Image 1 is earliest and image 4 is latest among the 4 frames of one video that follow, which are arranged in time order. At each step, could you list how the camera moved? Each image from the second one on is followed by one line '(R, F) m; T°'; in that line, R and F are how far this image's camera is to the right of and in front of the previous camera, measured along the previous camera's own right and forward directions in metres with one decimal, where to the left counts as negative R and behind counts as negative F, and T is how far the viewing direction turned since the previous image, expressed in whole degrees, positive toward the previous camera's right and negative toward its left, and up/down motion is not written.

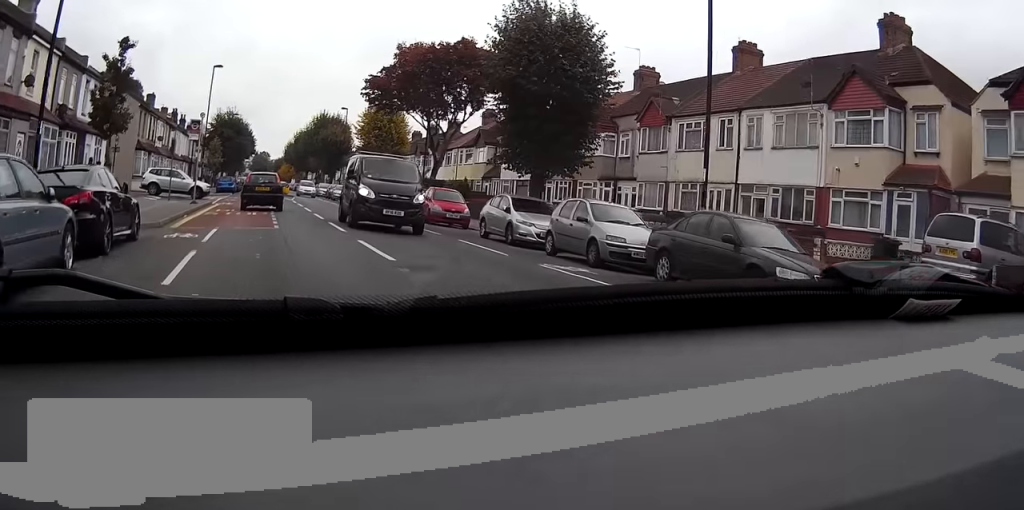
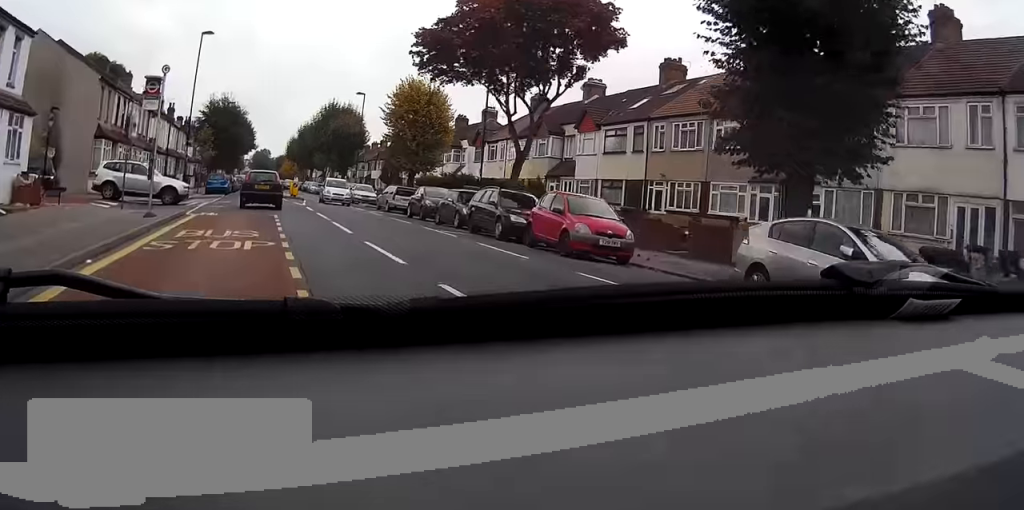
(0.0, +13.6) m; 0°
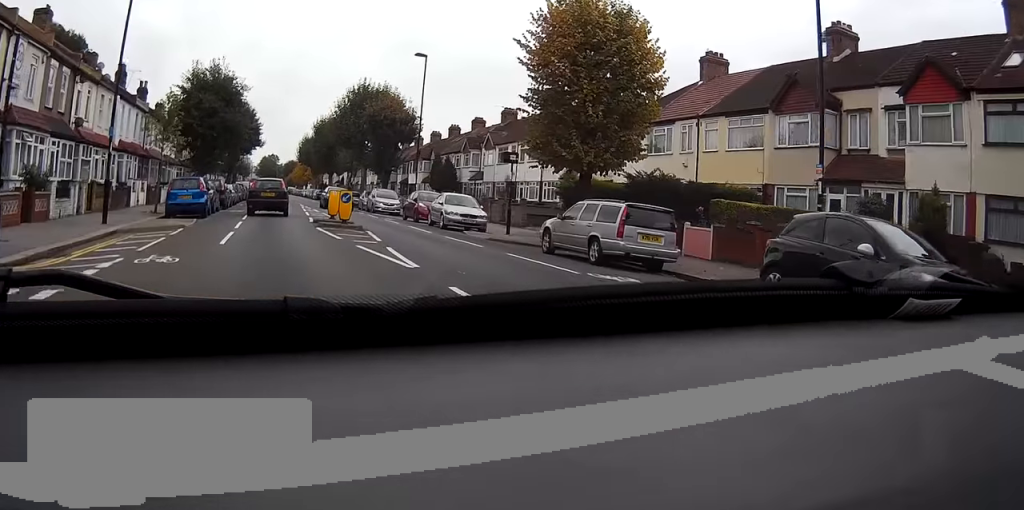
(0.0, +24.8) m; 0°
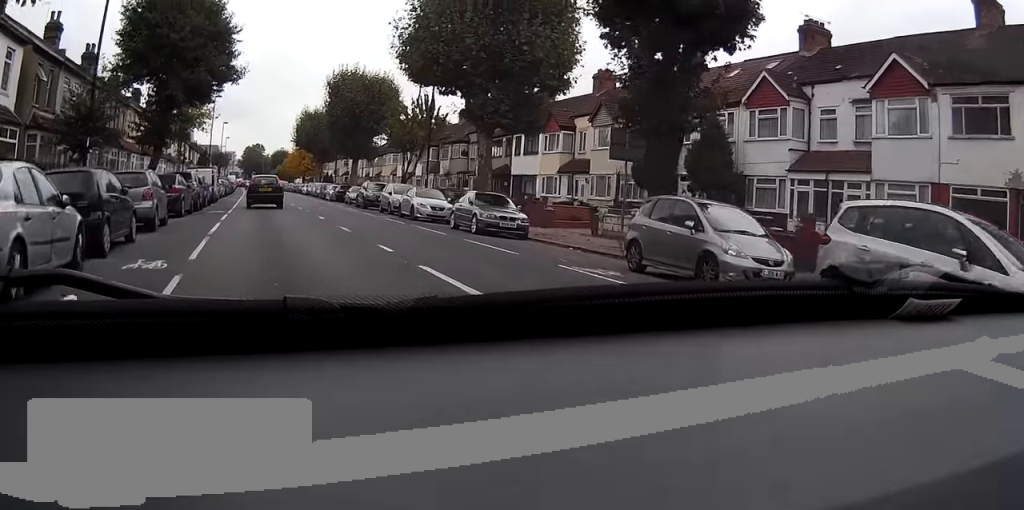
(+0.3, +44.1) m; +1°
